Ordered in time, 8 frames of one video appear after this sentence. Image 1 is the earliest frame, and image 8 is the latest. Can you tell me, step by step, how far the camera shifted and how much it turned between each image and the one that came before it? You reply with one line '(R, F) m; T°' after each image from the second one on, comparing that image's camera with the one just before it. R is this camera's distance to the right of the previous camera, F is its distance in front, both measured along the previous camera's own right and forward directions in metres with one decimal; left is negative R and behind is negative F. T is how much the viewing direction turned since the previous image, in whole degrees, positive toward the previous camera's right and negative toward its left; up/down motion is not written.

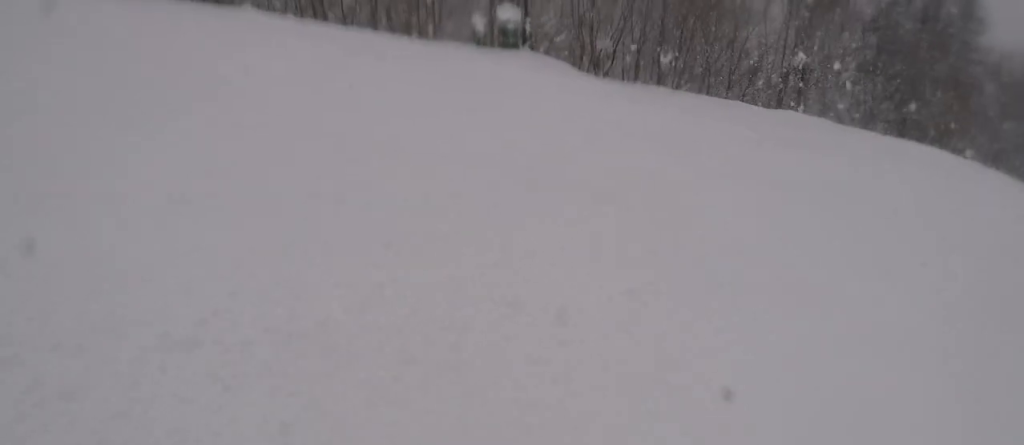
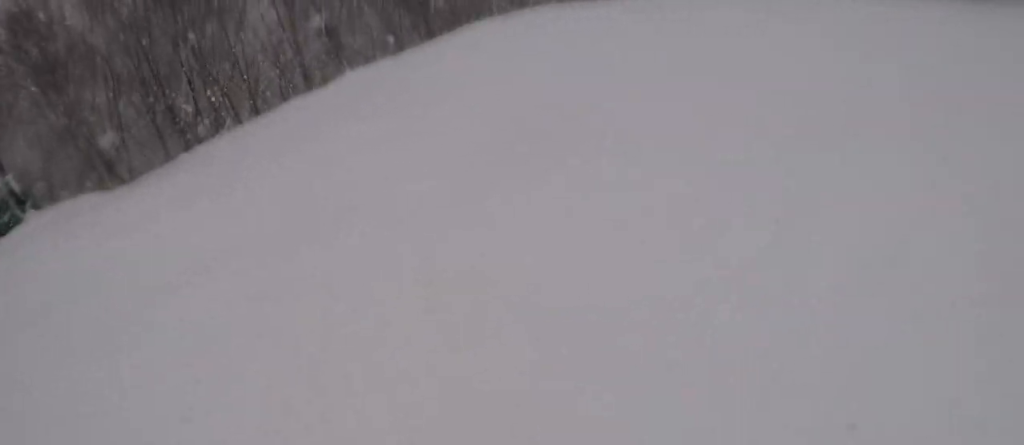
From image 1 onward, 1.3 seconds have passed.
(+1.4, +4.4) m; +50°
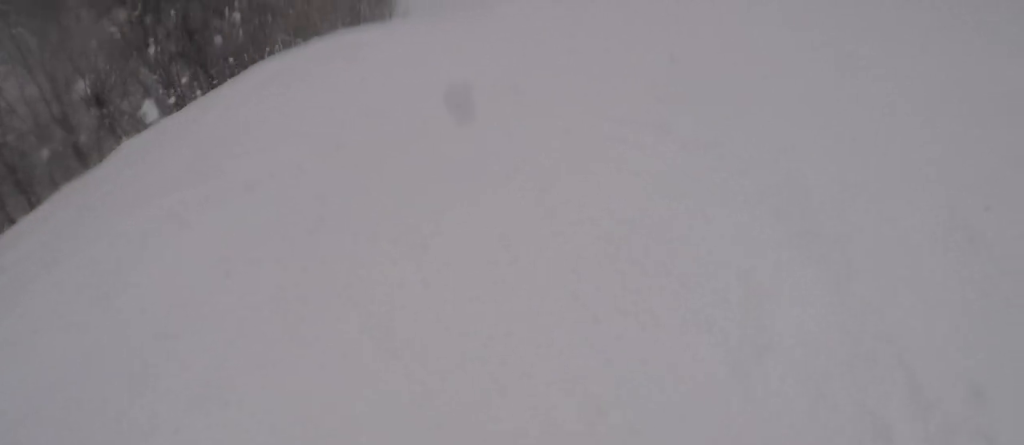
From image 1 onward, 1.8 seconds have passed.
(+0.6, +2.2) m; +18°
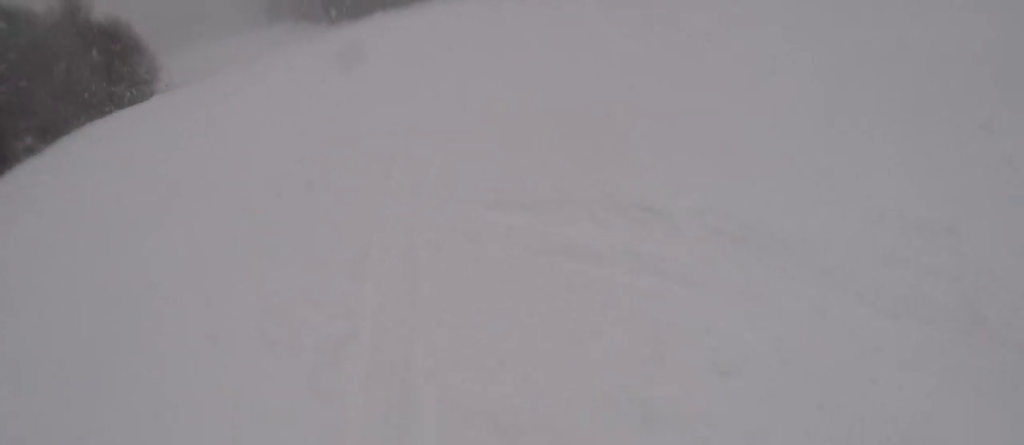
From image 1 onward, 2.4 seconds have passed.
(+0.2, +2.8) m; +19°
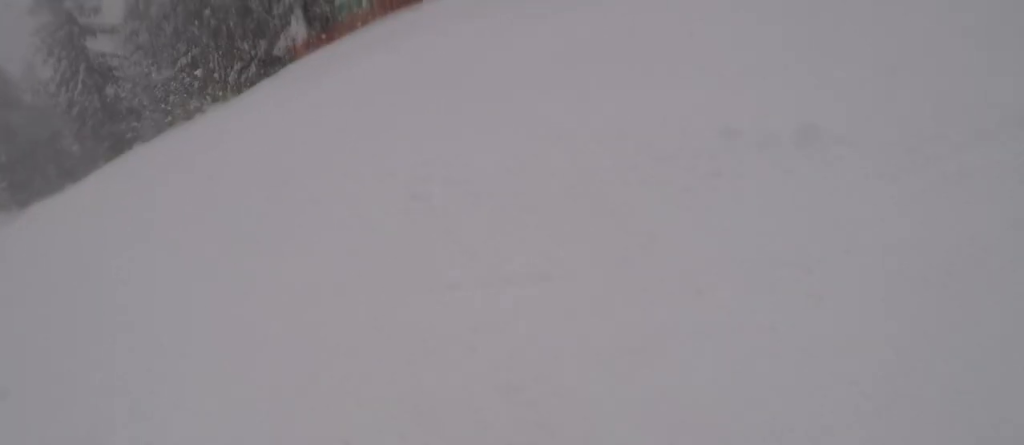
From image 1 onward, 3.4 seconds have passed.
(+1.3, +4.8) m; +10°
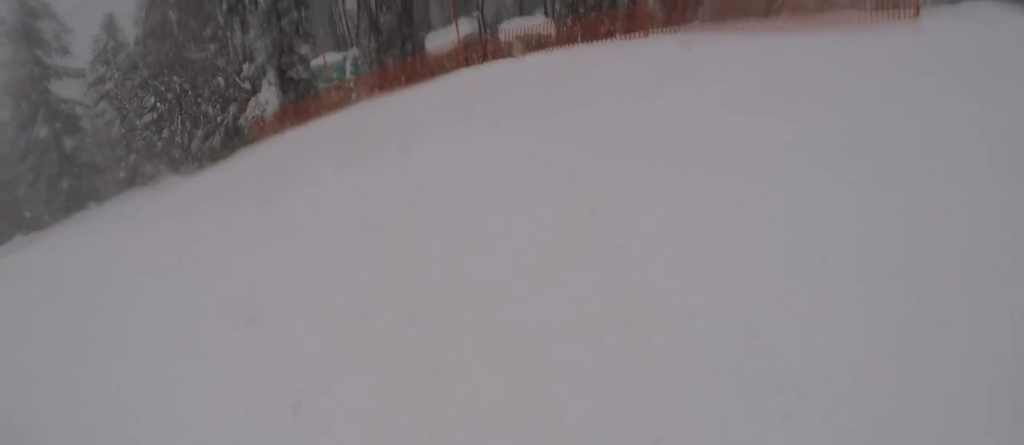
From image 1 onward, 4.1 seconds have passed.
(-0.3, +3.8) m; +8°
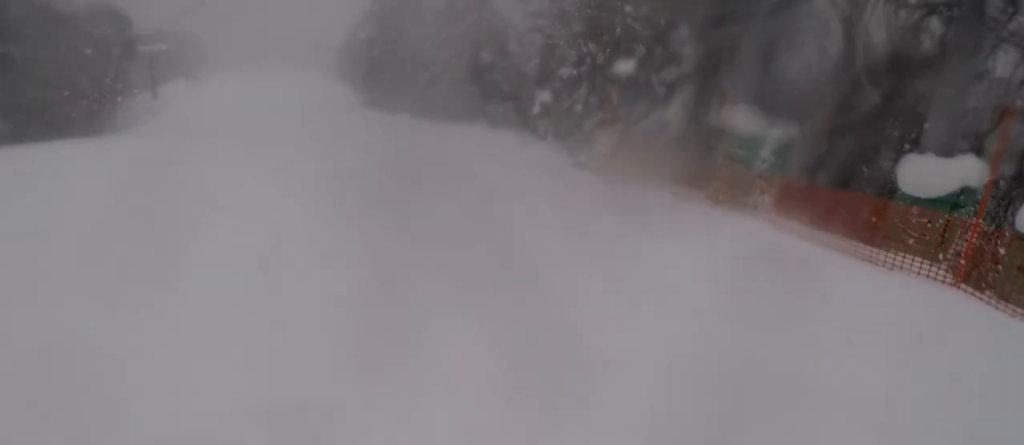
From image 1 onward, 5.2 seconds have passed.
(+1.1, +5.8) m; -9°
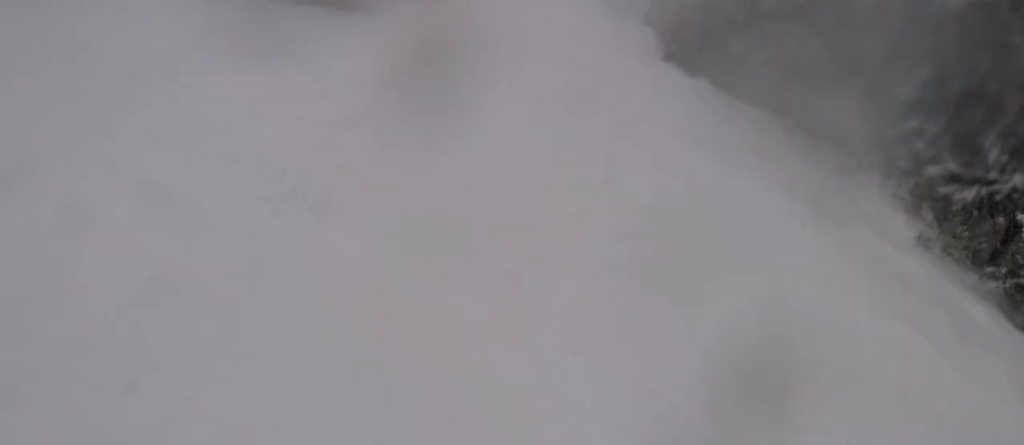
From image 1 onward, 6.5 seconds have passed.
(-3.3, +6.0) m; -50°
